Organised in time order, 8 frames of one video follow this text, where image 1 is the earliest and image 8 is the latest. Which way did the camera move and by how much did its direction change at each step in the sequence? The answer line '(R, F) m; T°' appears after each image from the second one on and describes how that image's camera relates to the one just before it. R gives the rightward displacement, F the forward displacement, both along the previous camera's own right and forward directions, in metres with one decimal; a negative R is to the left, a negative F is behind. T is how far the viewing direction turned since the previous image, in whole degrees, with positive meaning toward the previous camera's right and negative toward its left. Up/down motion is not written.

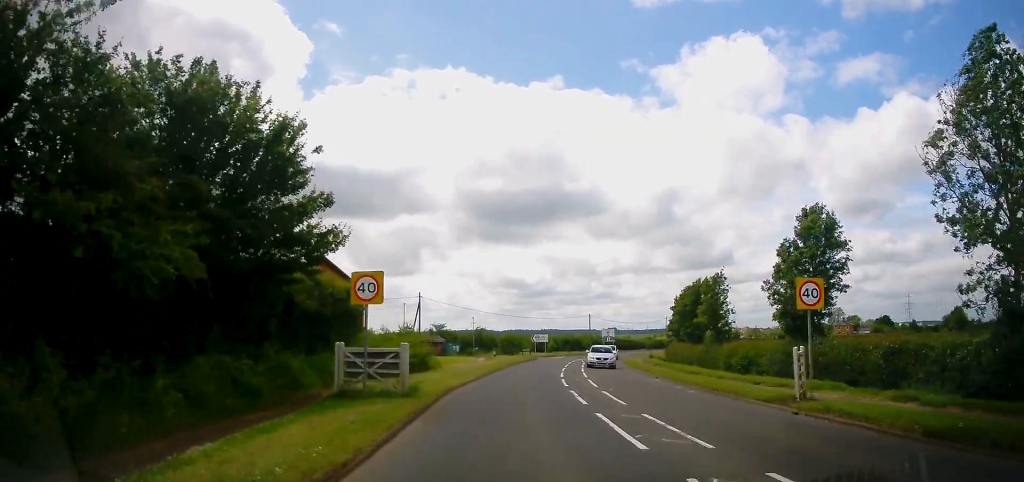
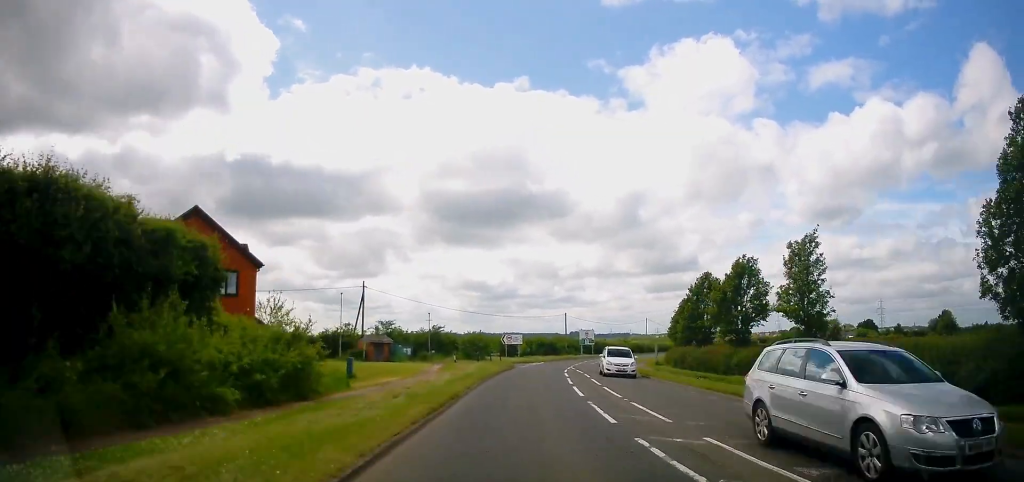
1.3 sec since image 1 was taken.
(+0.4, +15.2) m; +5°
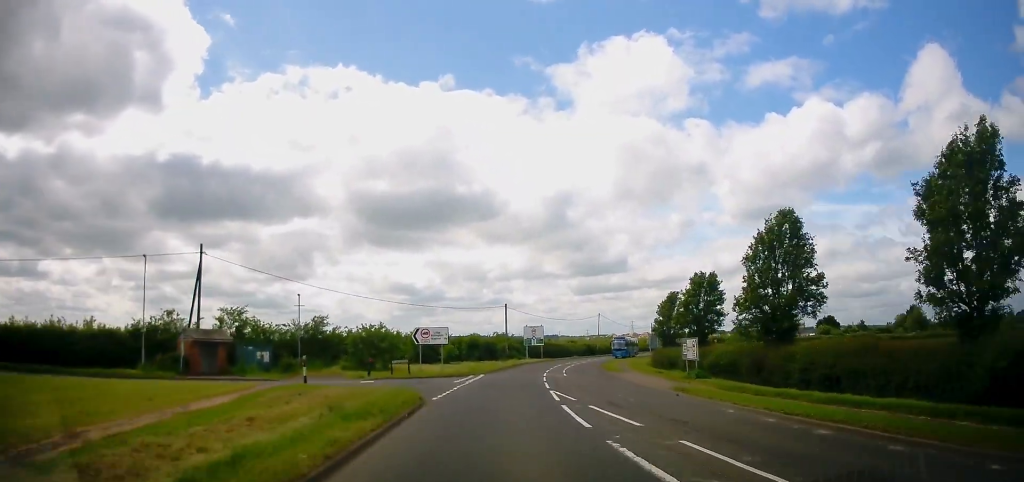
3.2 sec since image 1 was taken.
(+2.1, +24.4) m; +7°
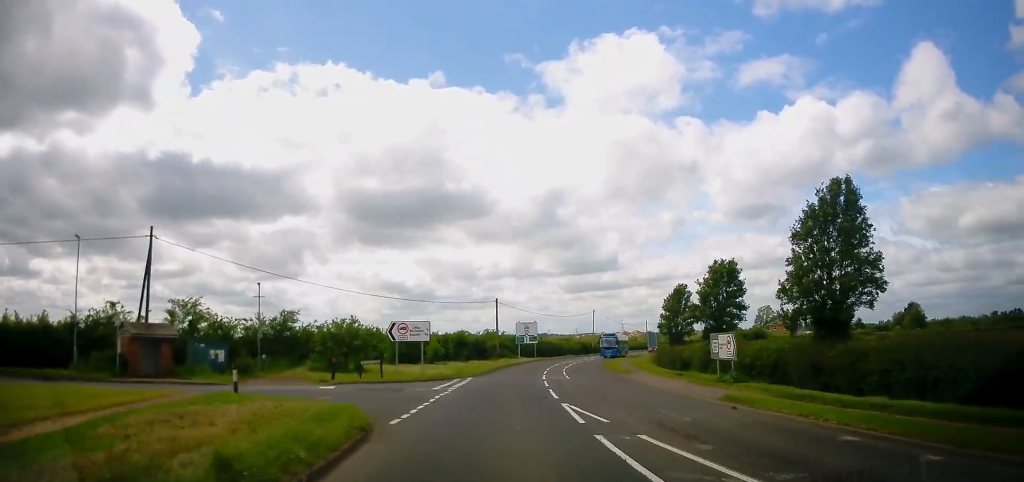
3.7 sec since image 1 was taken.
(0.0, +5.6) m; 0°
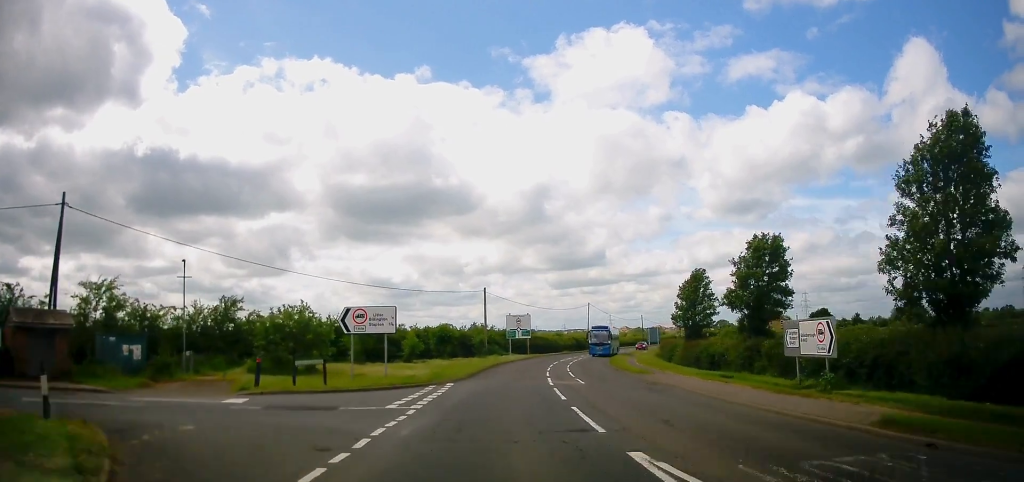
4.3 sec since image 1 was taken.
(0.0, +7.7) m; 0°
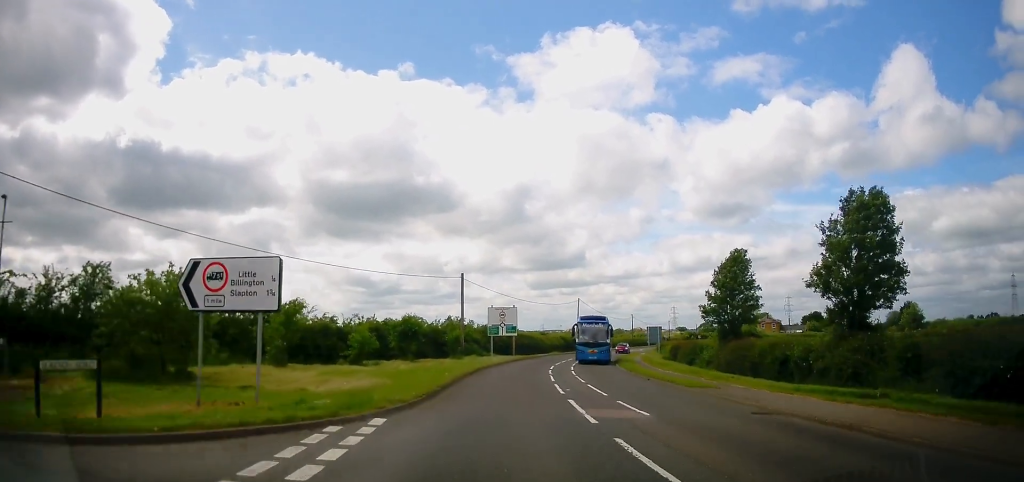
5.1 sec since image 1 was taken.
(0.0, +11.1) m; +2°
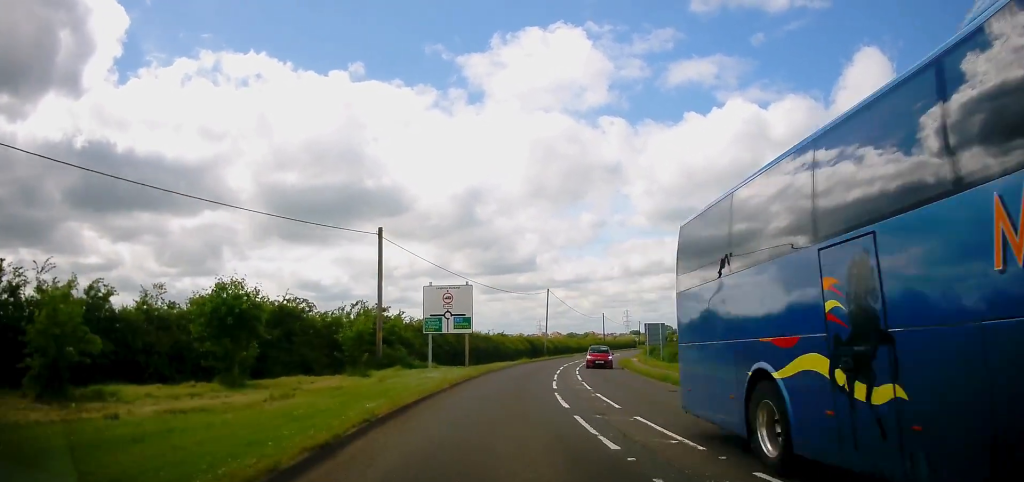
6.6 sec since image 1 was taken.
(+1.4, +20.8) m; +8°
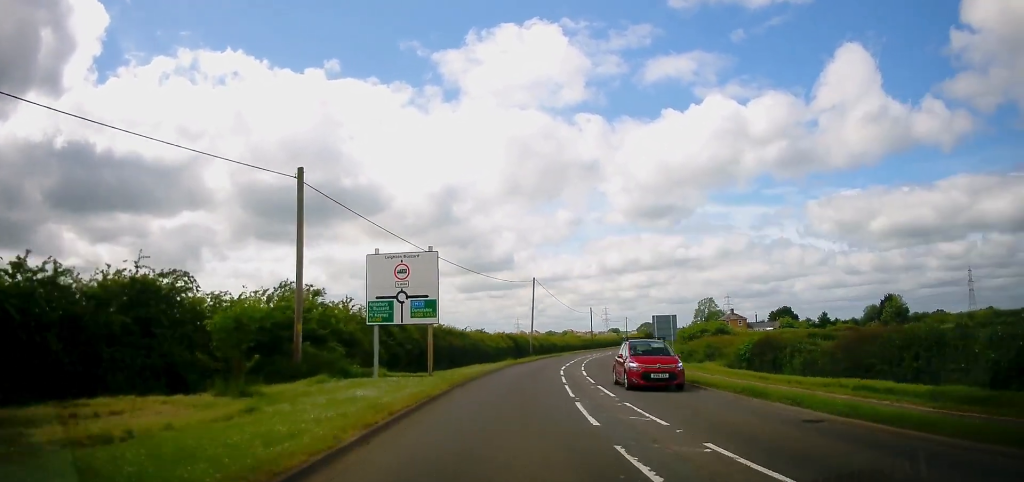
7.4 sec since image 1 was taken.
(+0.6, +10.2) m; +1°
